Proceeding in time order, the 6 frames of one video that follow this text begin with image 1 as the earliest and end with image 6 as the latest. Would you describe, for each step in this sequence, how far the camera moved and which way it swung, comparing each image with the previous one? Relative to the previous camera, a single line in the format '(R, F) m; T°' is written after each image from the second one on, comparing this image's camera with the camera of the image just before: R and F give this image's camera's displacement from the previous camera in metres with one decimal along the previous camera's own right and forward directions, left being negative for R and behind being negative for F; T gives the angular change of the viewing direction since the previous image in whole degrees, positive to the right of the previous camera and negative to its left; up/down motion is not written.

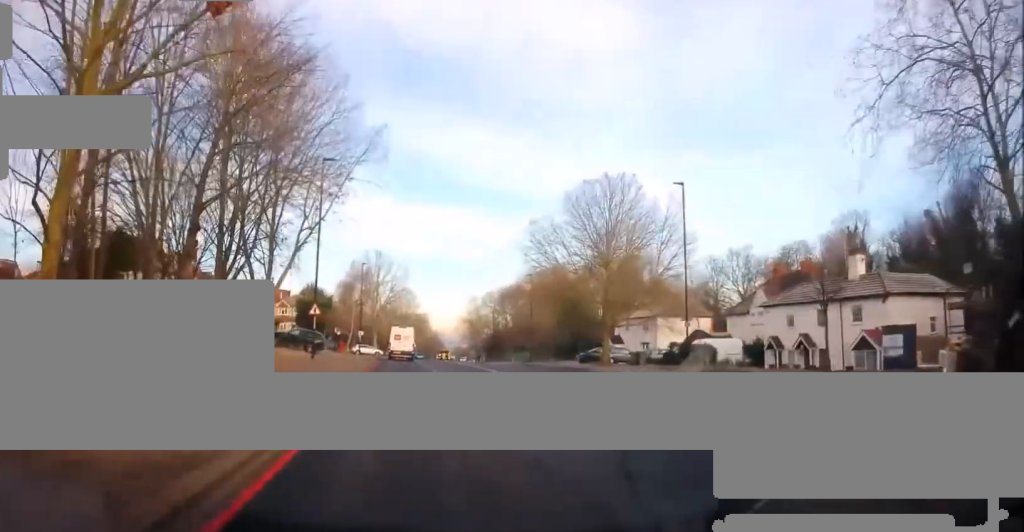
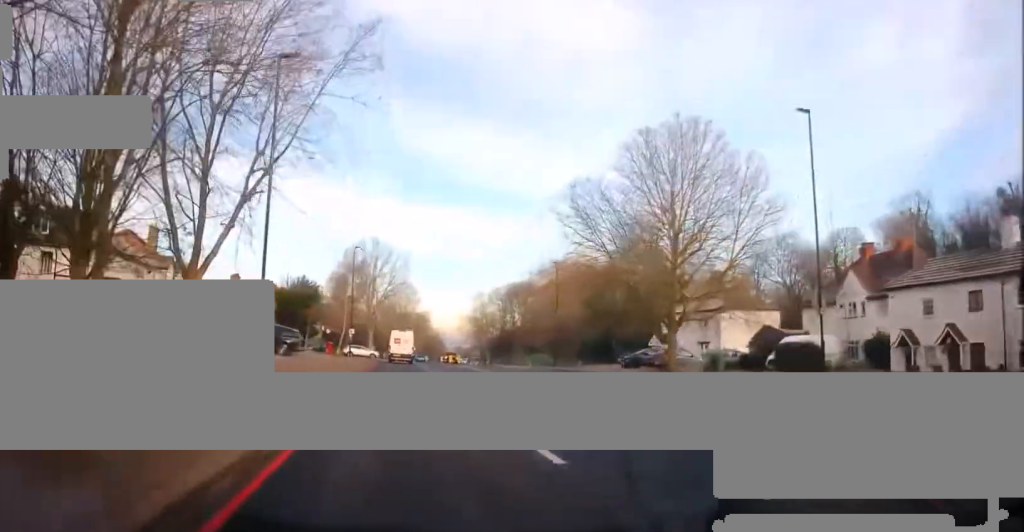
(0.0, +13.3) m; 0°
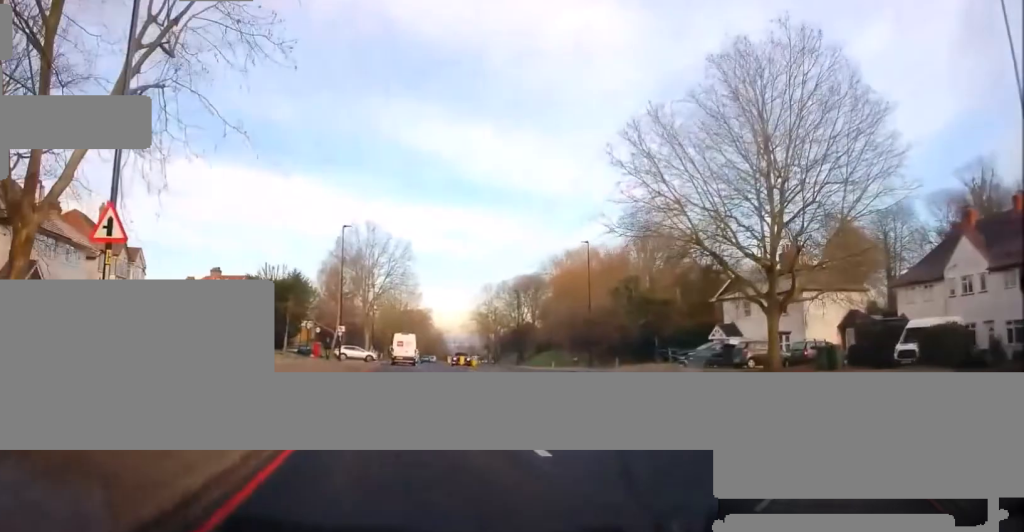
(0.0, +11.3) m; 0°
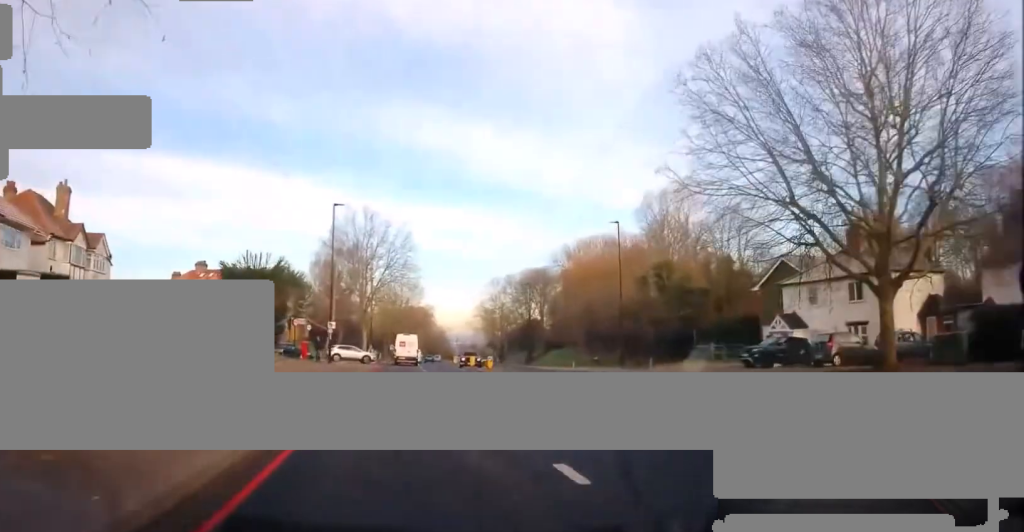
(0.0, +8.1) m; 0°
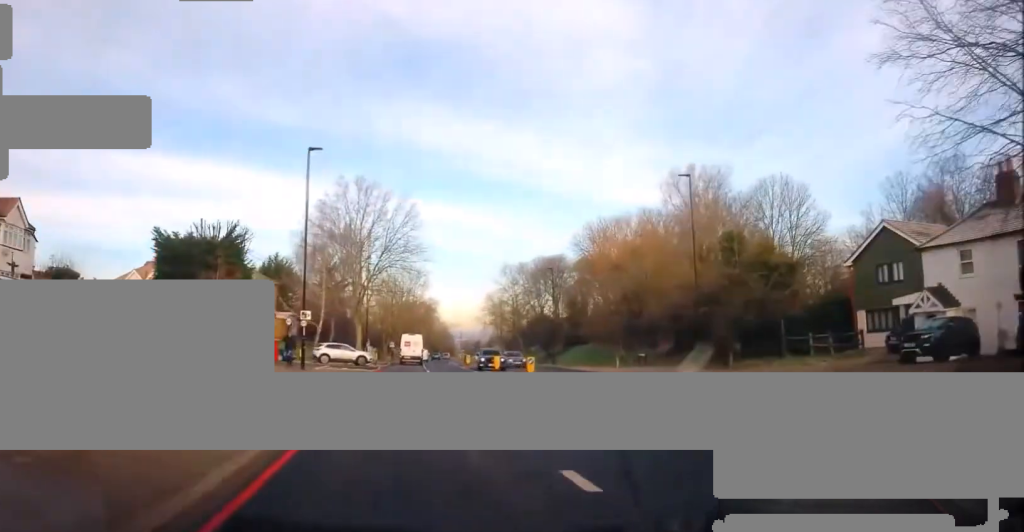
(-0.1, +12.2) m; 0°
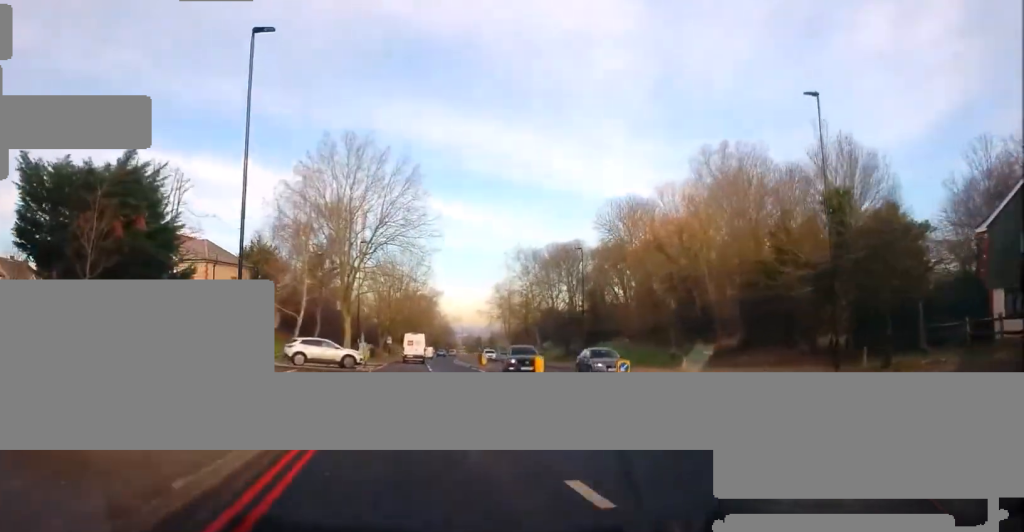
(0.0, +12.2) m; +1°
